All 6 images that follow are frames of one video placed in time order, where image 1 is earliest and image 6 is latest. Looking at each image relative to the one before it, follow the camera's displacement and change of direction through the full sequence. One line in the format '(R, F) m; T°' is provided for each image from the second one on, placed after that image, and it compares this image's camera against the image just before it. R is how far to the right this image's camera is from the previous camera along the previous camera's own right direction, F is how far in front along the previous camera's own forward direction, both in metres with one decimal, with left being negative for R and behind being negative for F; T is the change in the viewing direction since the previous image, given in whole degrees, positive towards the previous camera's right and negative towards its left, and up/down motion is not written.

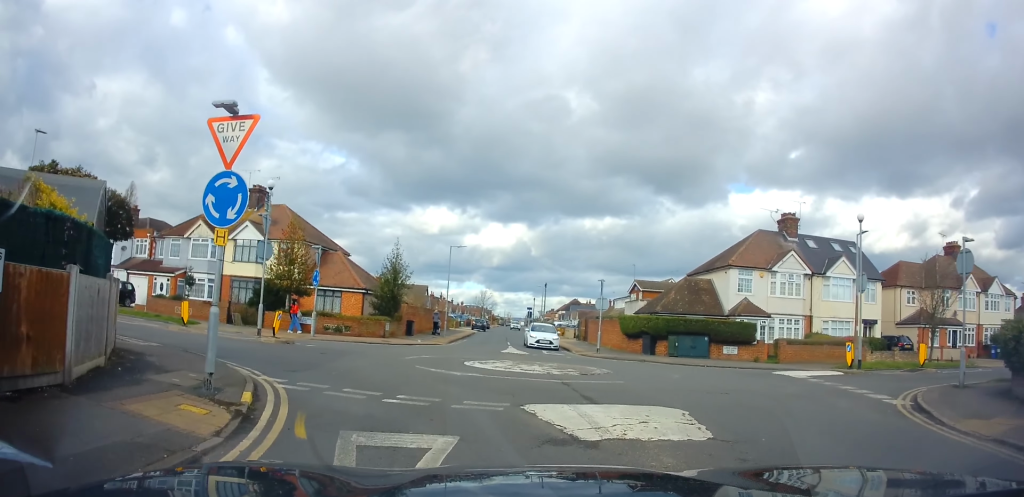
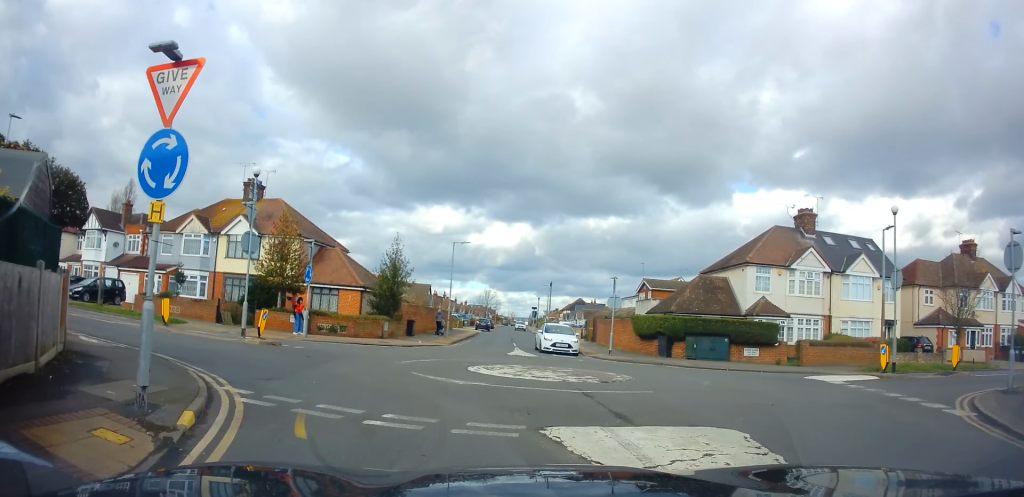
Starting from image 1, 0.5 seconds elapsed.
(0.0, +1.9) m; -1°
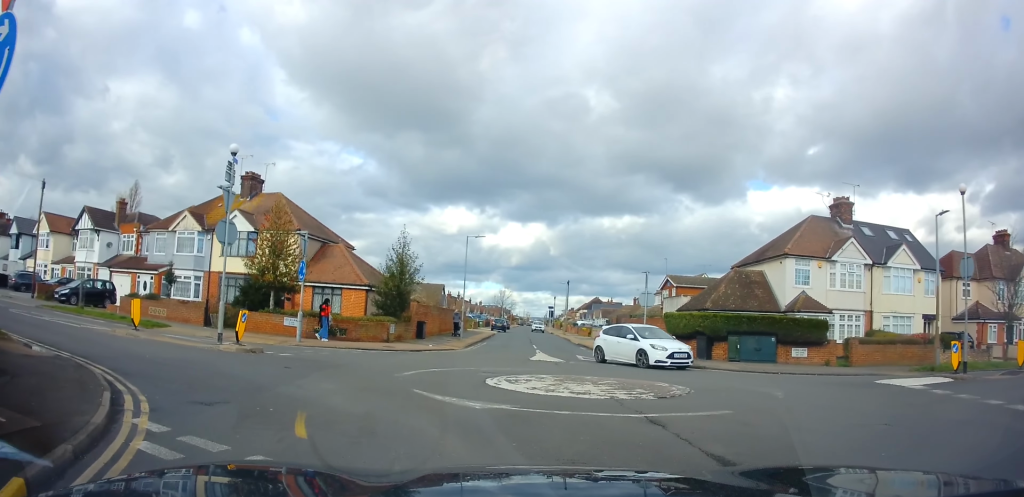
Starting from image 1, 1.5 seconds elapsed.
(0.0, +3.0) m; -2°
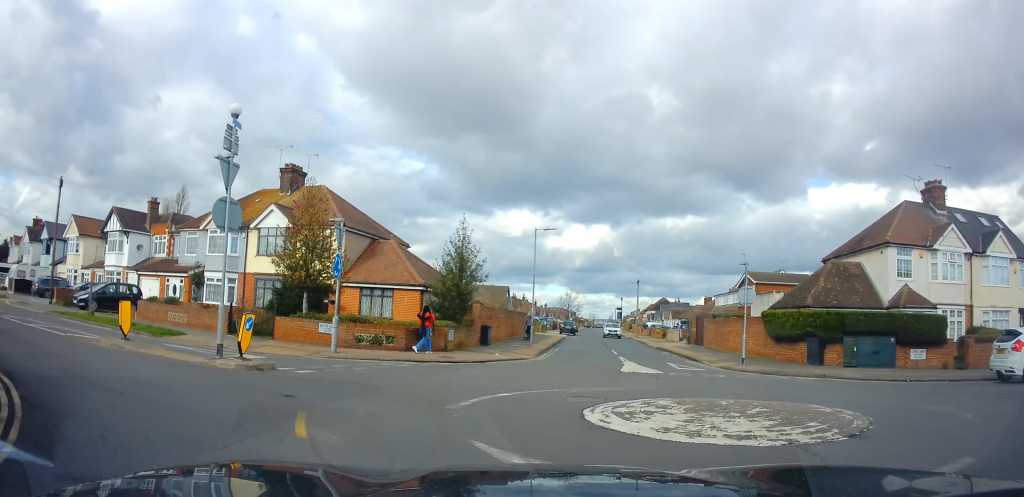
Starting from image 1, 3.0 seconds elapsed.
(-0.1, +3.8) m; -8°
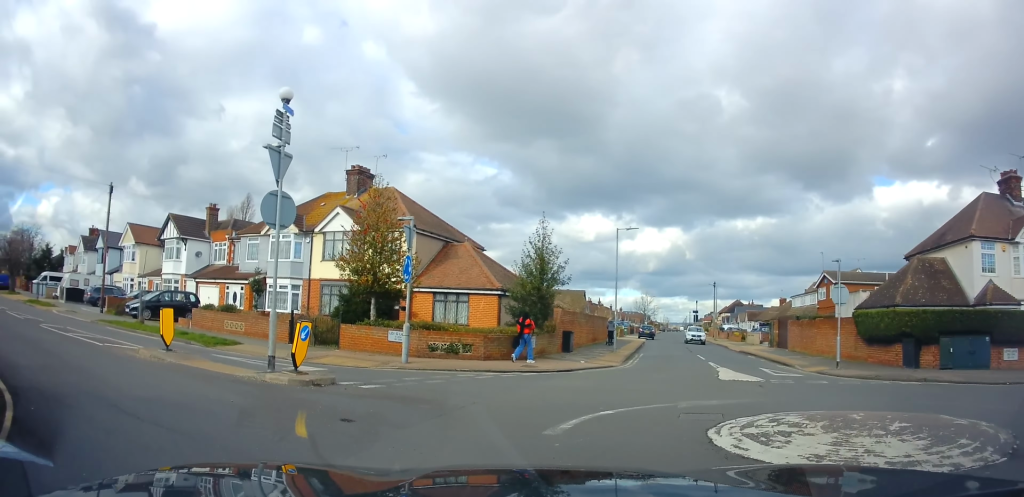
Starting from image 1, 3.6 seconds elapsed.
(-0.1, +1.5) m; -11°
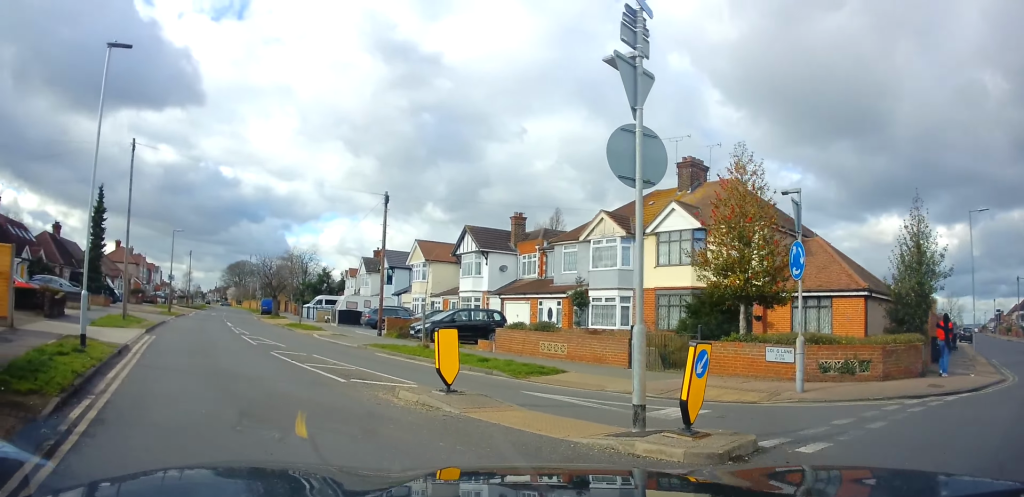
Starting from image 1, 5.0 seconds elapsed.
(-1.3, +4.0) m; -32°
